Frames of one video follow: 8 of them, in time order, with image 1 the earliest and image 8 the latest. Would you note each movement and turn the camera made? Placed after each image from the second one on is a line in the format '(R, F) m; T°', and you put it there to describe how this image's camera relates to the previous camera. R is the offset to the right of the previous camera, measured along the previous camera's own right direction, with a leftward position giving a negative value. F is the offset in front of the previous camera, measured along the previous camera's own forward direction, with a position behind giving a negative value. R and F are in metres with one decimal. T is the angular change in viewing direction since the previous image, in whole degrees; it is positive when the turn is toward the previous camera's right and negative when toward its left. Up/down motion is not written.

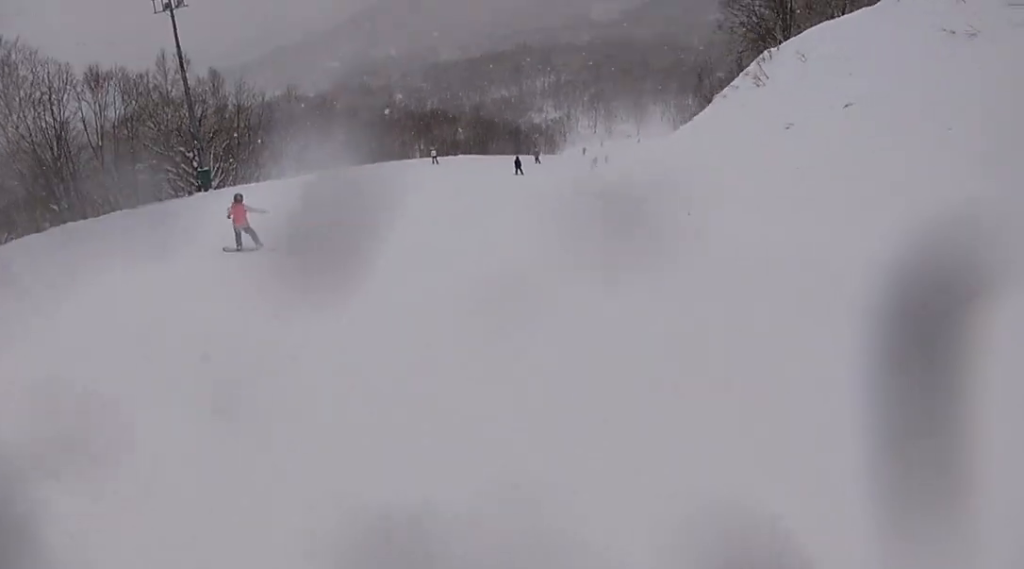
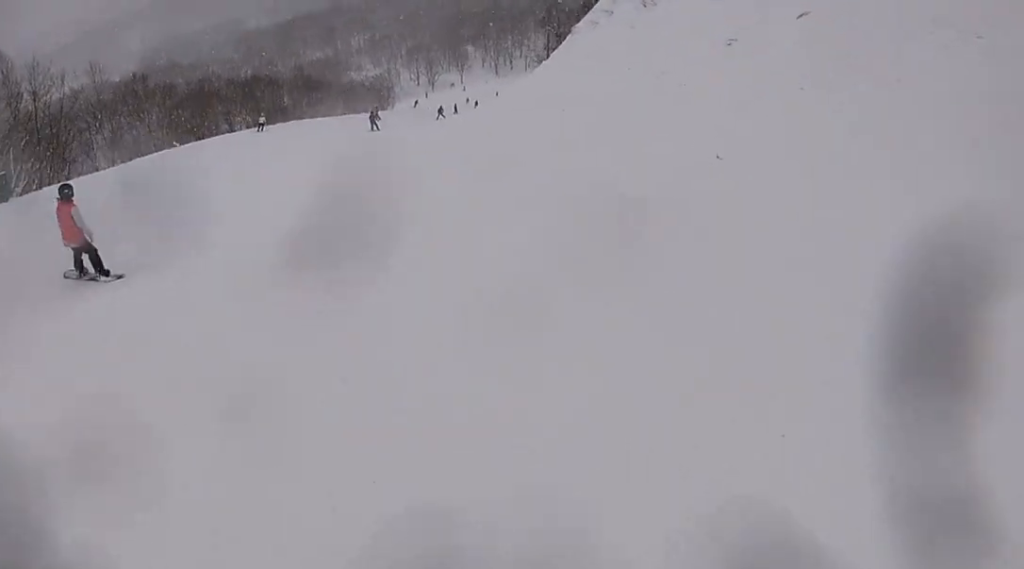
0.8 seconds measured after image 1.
(-0.3, +5.7) m; +3°
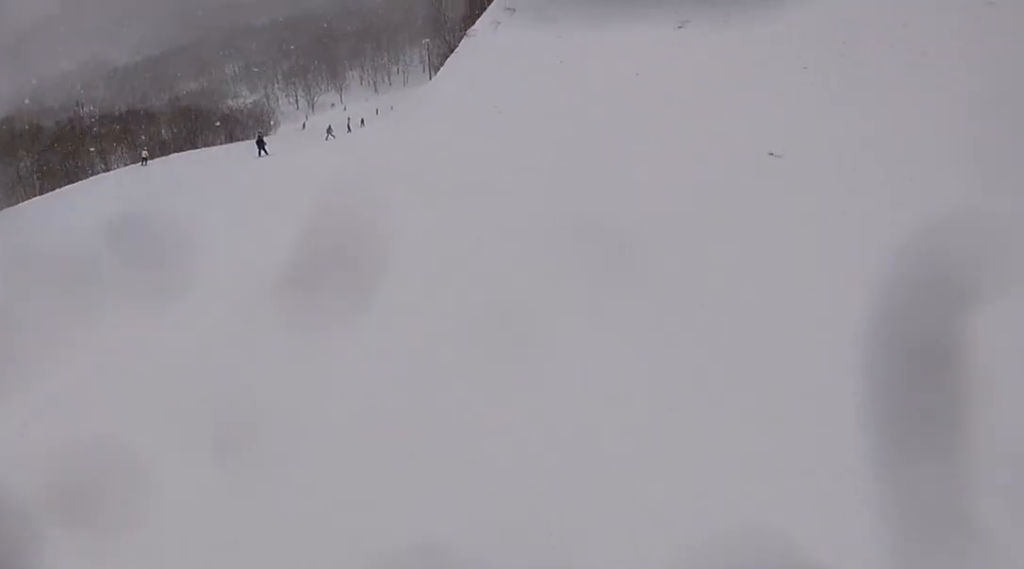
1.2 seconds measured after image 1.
(+0.2, +3.3) m; +6°
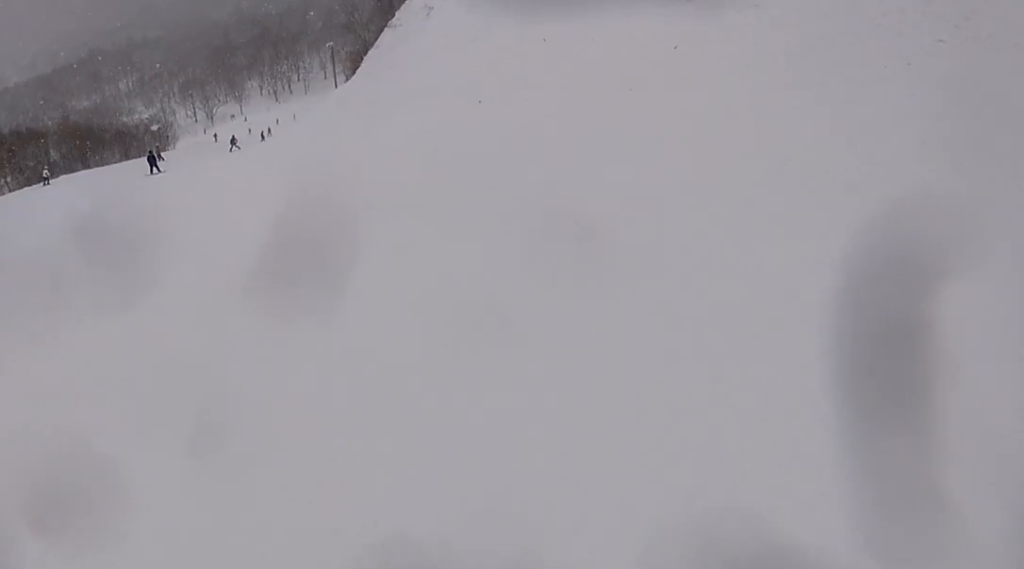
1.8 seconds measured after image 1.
(+0.1, +4.5) m; +11°
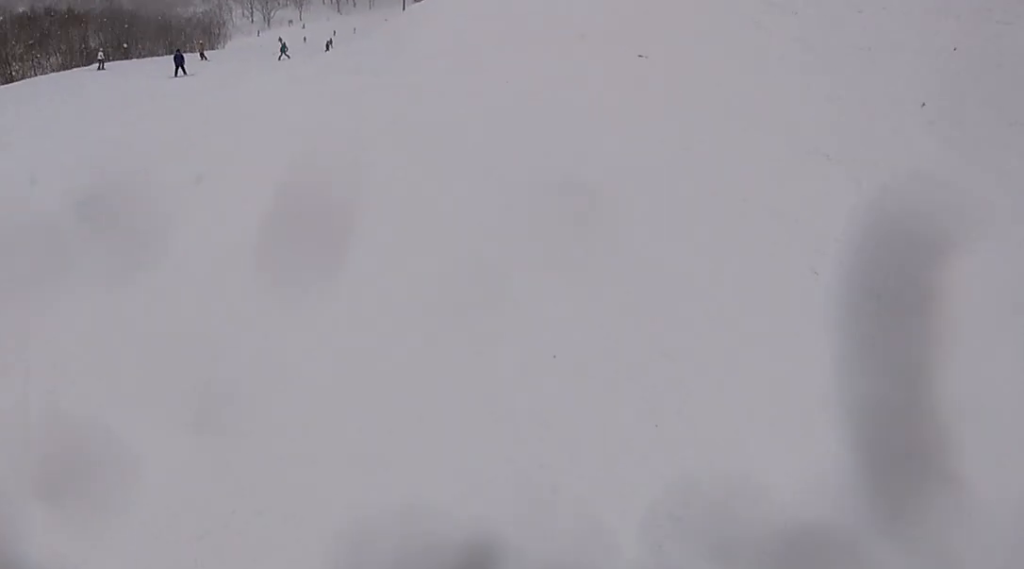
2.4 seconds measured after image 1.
(+0.8, +4.5) m; -2°
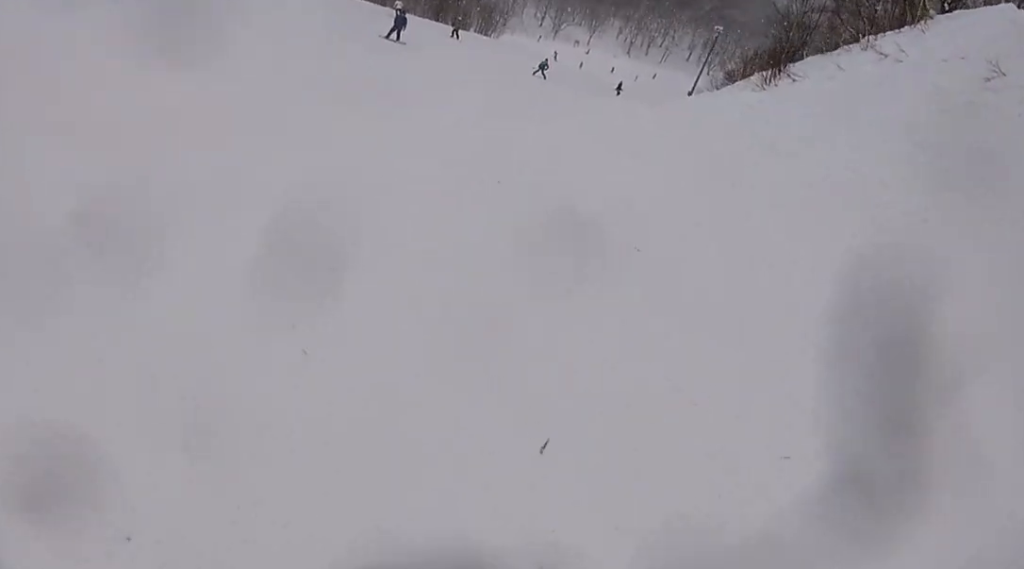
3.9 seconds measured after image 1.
(-1.5, +10.7) m; -27°
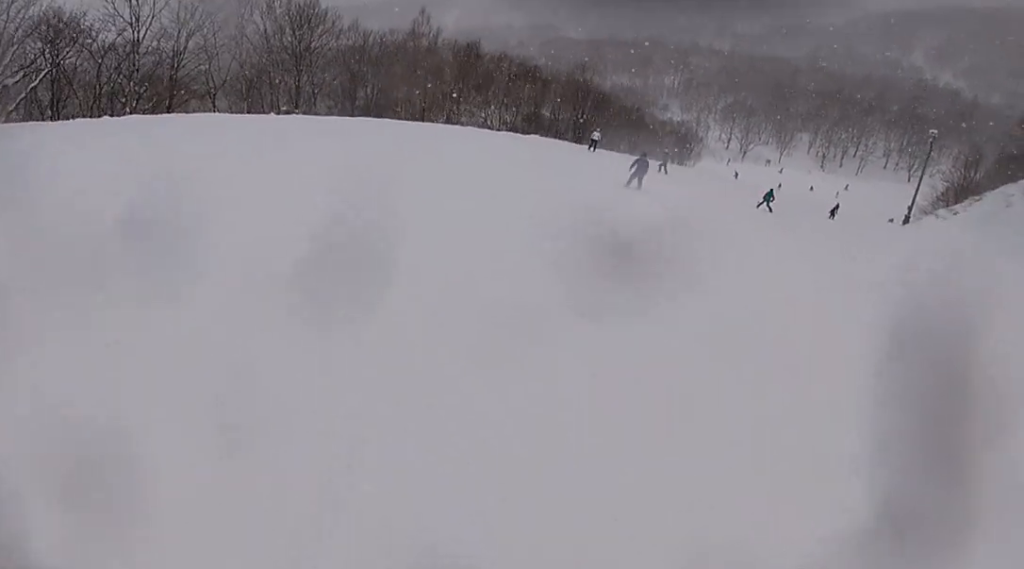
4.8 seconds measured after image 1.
(-1.2, +6.4) m; -2°
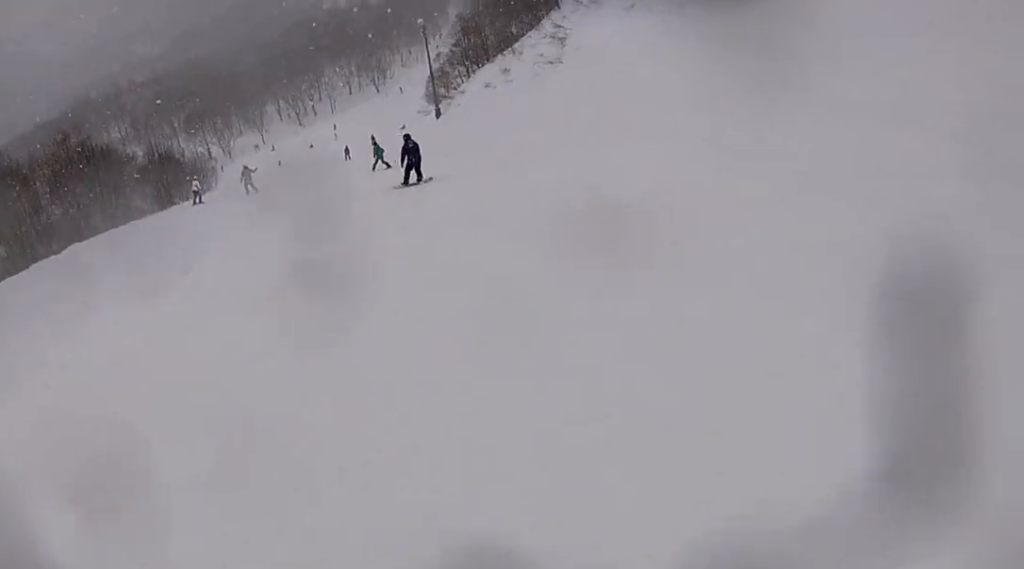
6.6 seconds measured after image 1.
(+2.1, +14.1) m; +28°
